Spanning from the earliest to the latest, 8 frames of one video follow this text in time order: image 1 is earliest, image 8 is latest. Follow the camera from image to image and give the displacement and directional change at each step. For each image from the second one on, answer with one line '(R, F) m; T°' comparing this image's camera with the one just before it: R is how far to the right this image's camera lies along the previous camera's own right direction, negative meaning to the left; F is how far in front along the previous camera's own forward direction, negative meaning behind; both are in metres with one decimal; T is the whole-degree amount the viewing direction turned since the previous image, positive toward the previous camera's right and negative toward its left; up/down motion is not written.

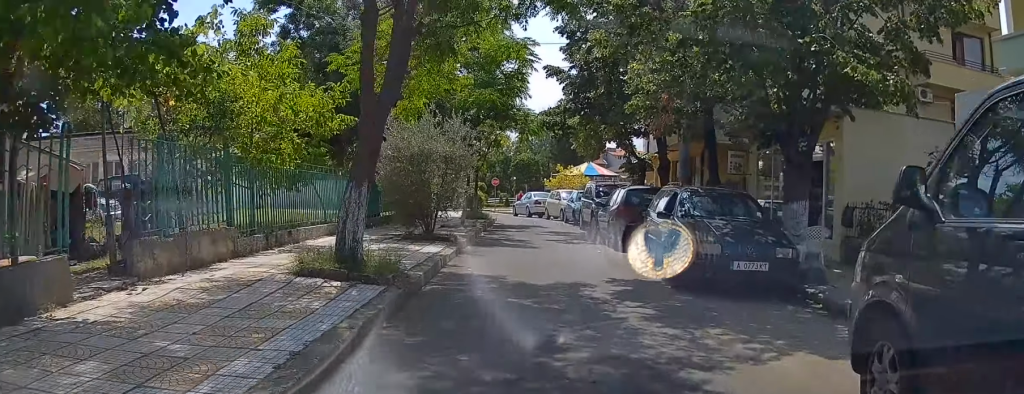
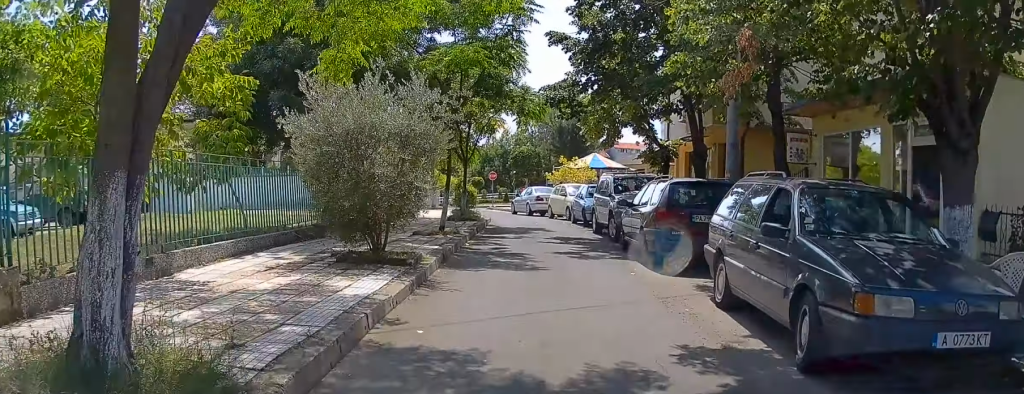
(0.0, +4.7) m; 0°
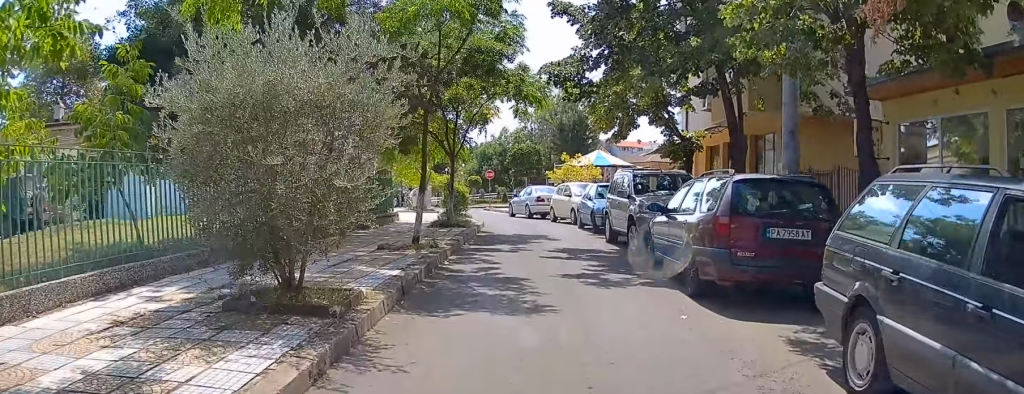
(0.0, +3.4) m; -1°
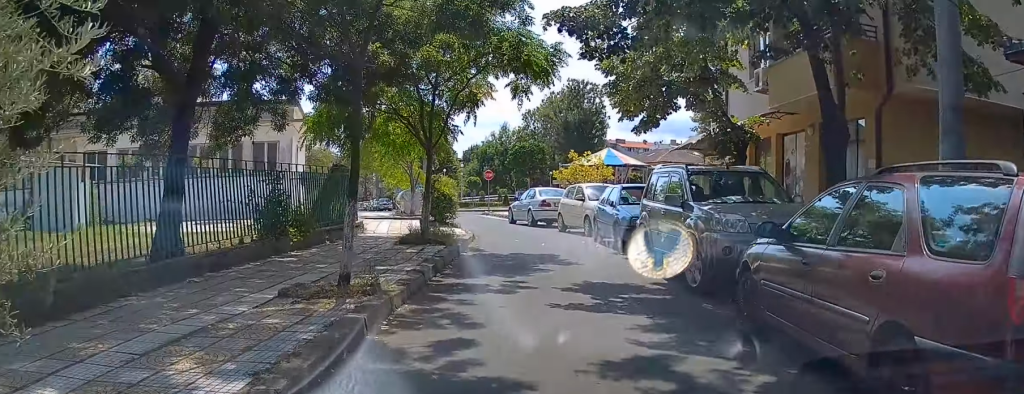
(-0.1, +4.6) m; 0°
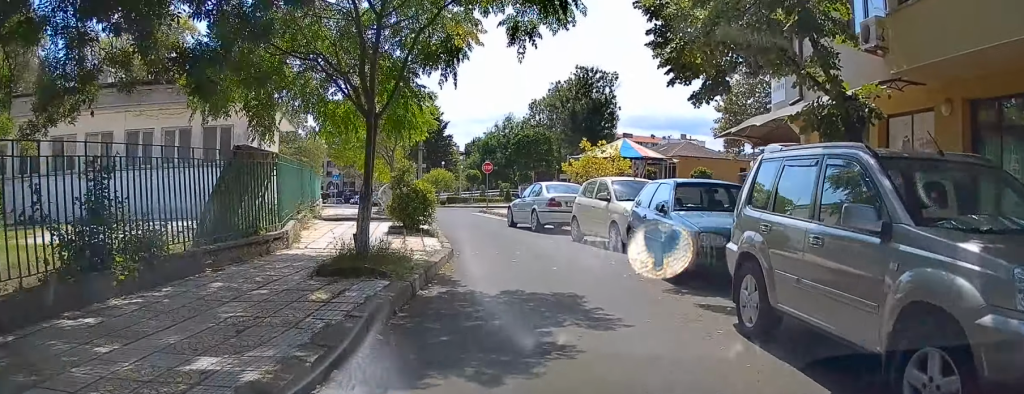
(0.0, +5.2) m; +1°
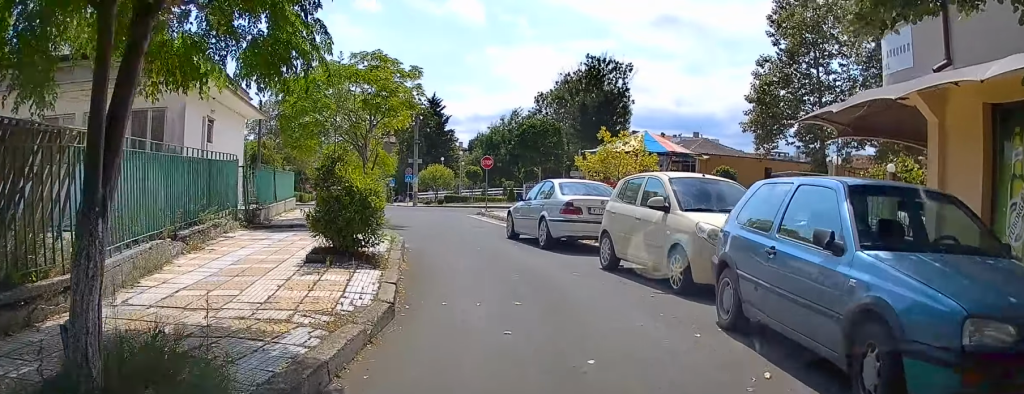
(0.0, +5.3) m; -1°
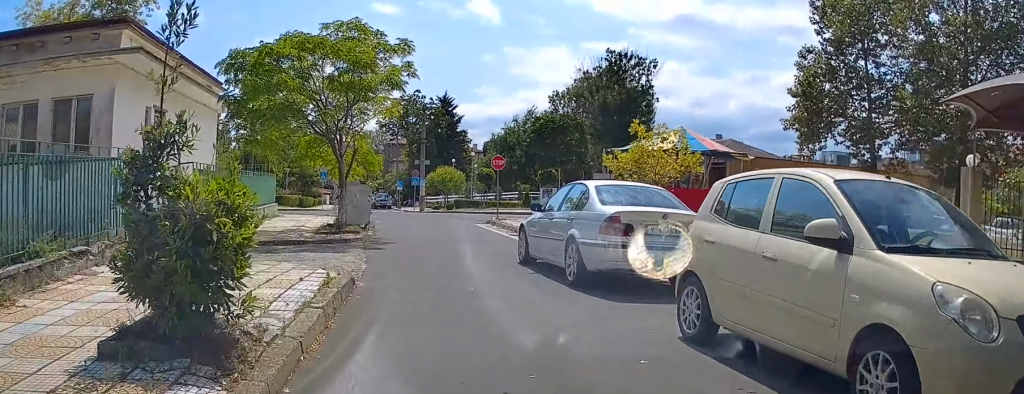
(-0.1, +4.5) m; -4°
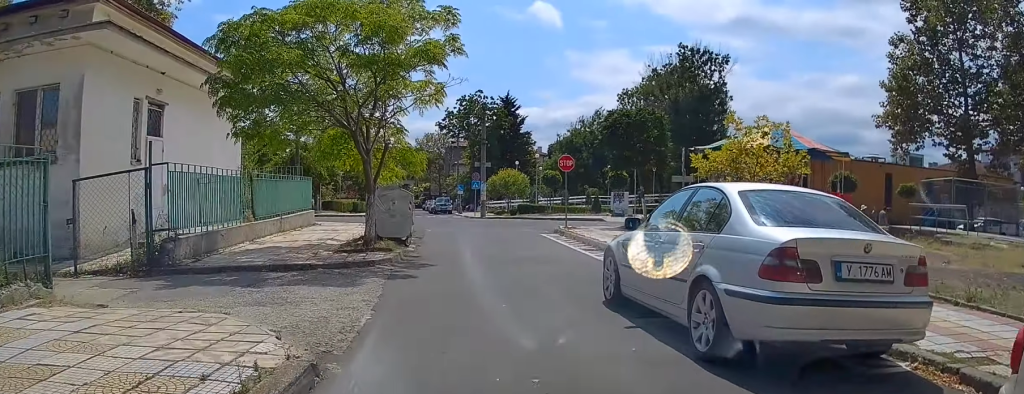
(-0.1, +3.6) m; -5°
